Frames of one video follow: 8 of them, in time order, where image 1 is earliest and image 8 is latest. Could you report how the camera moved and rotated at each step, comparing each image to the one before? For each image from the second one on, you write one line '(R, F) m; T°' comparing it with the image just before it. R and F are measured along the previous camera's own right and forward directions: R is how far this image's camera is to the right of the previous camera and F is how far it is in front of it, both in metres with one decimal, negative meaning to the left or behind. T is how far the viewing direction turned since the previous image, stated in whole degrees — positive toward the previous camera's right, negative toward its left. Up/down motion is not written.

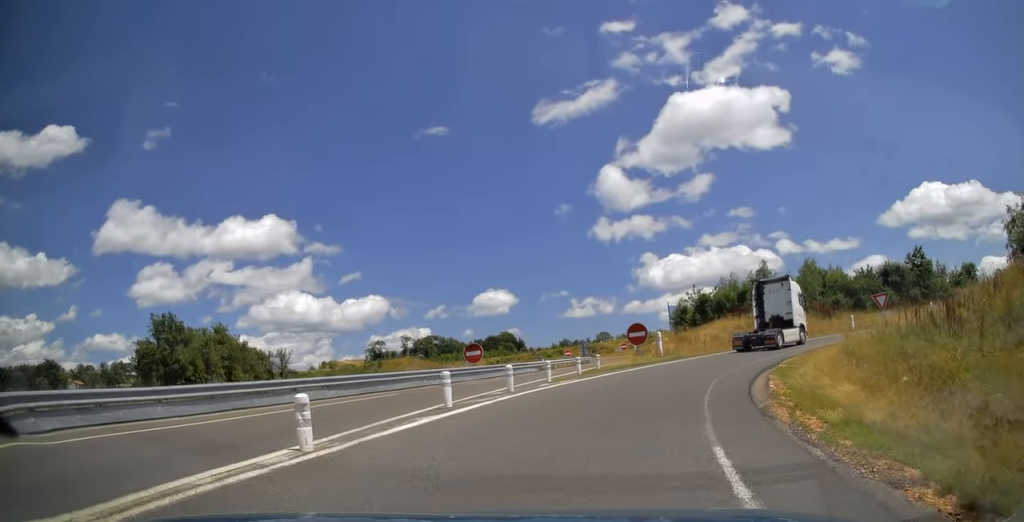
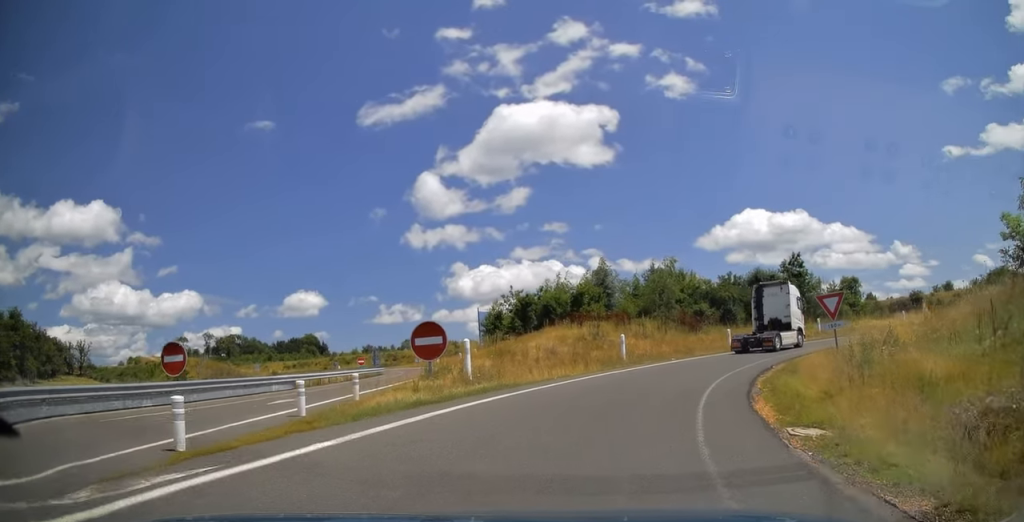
(+2.3, +13.9) m; +20°
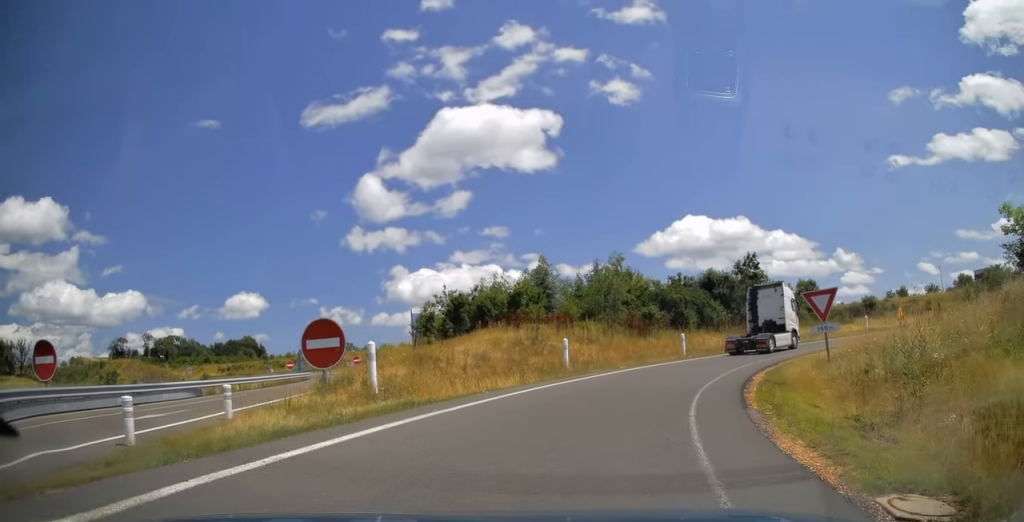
(+0.4, +4.0) m; +4°
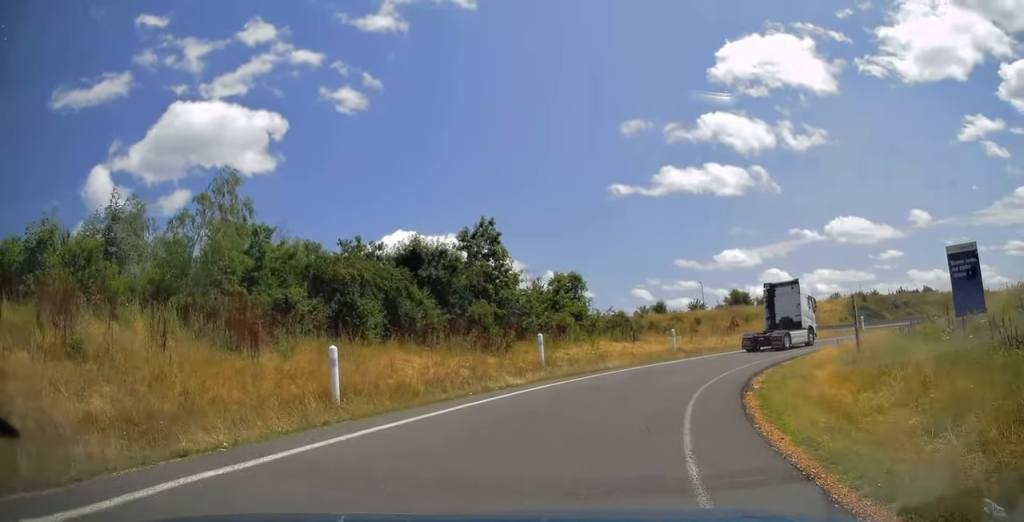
(+4.4, +21.5) m; +26°
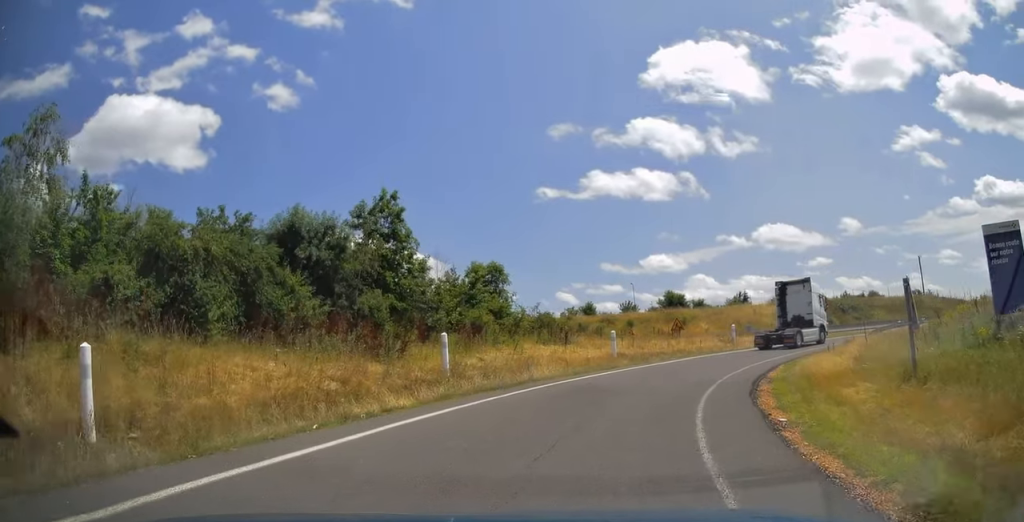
(+0.4, +6.1) m; +7°
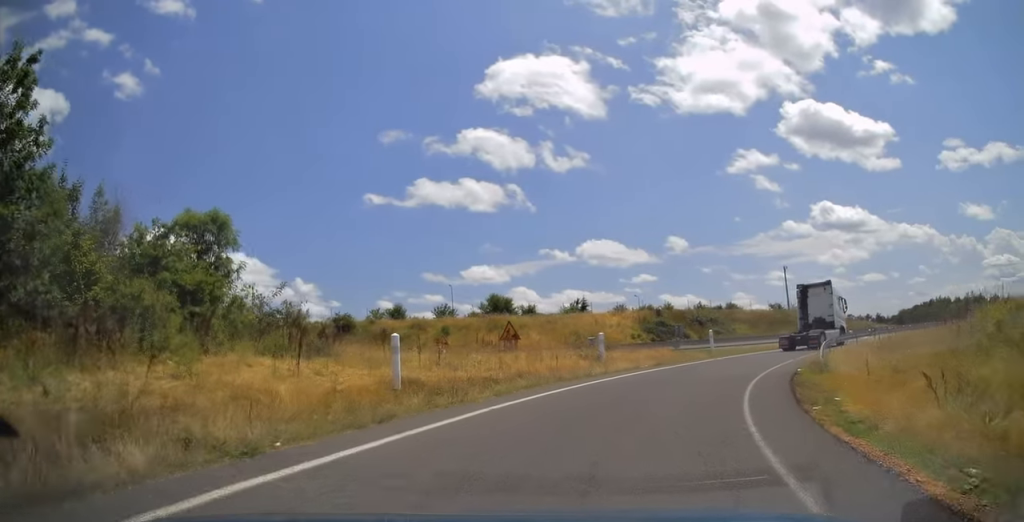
(+1.8, +14.2) m; +16°
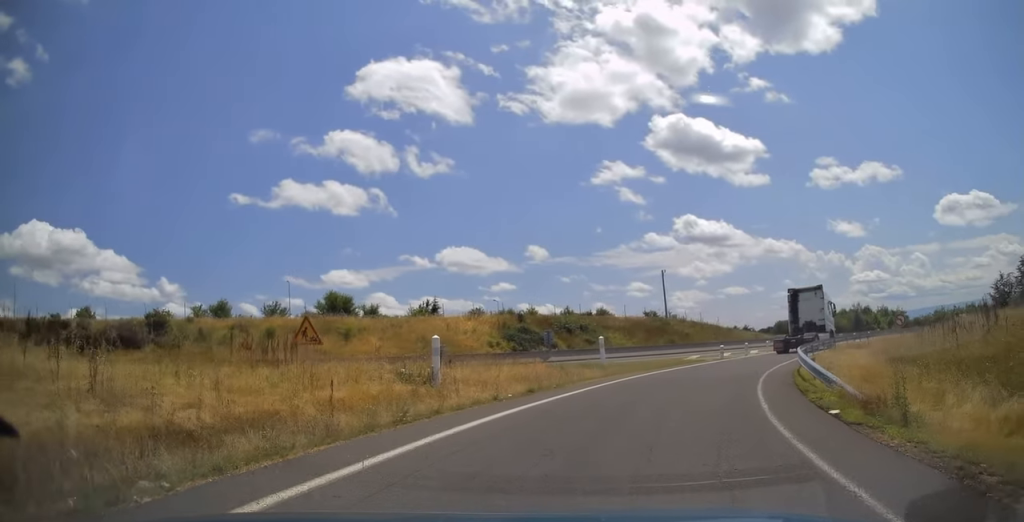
(+1.1, +10.4) m; +12°
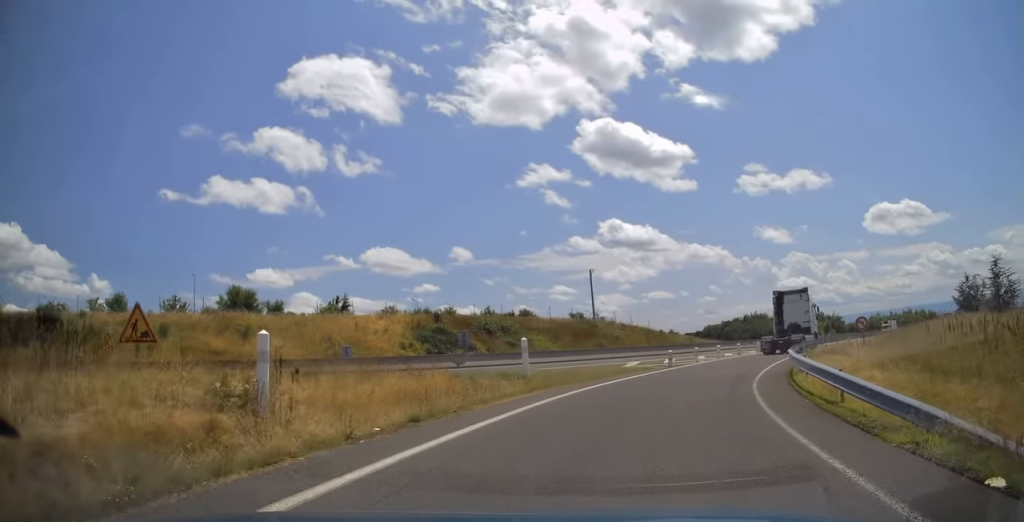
(+0.2, +5.5) m; +7°
